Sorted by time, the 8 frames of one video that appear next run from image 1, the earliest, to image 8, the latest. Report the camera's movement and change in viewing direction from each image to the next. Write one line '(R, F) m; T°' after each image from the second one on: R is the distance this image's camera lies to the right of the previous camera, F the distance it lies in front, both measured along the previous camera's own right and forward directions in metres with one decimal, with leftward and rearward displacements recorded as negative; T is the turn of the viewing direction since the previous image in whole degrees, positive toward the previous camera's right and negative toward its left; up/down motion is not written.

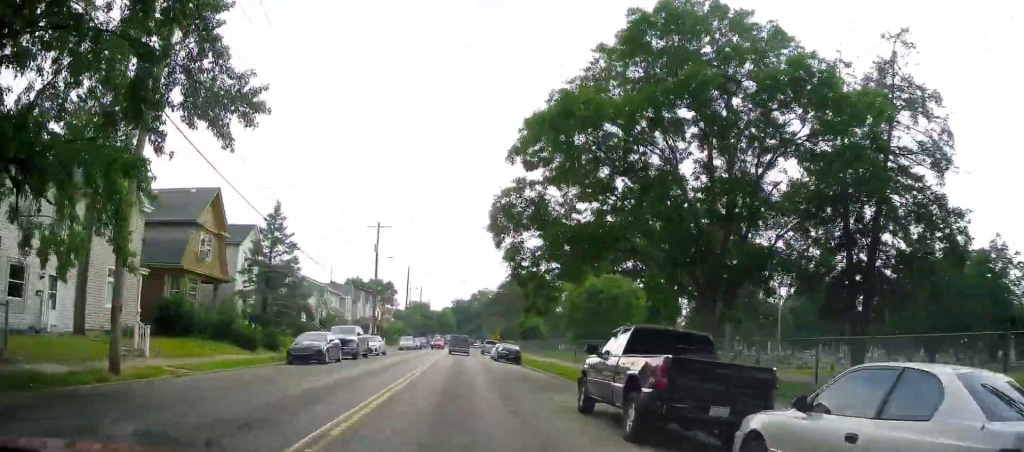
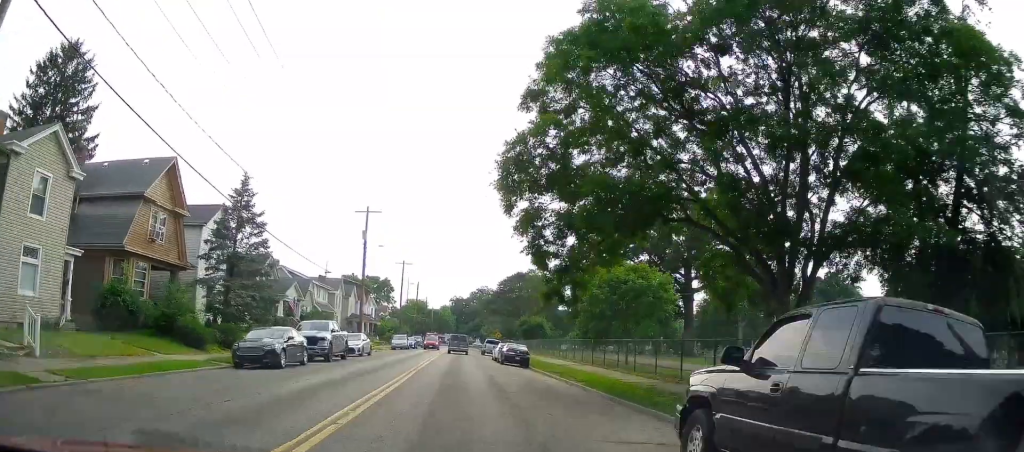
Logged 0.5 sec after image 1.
(+0.1, +6.2) m; 0°
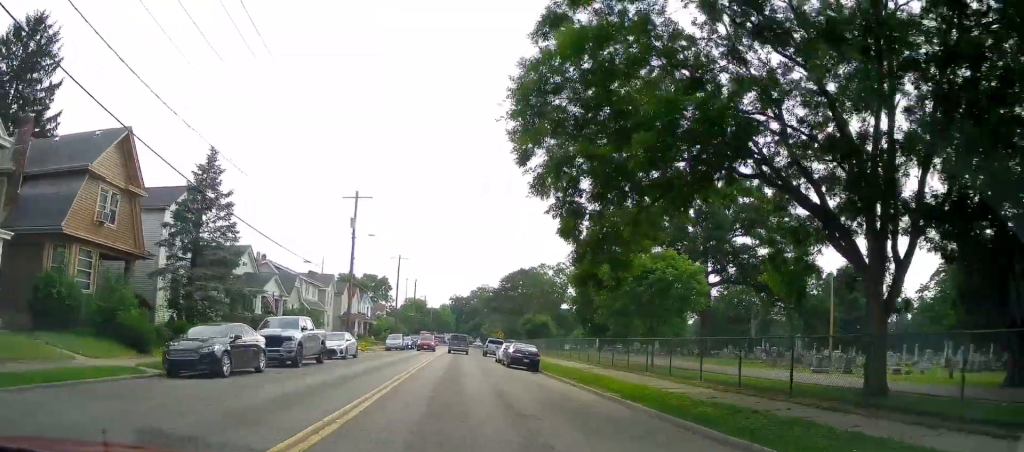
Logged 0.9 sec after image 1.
(-0.1, +4.9) m; 0°
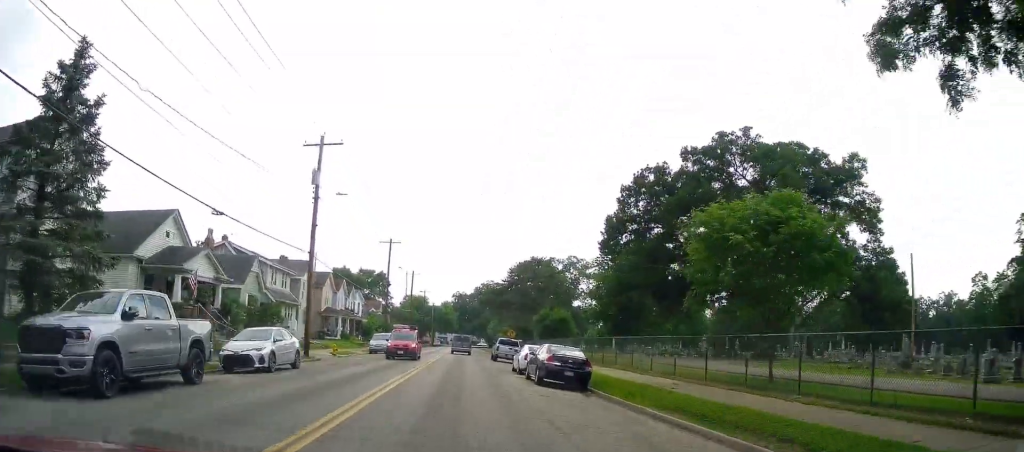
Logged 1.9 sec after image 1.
(0.0, +12.1) m; +1°
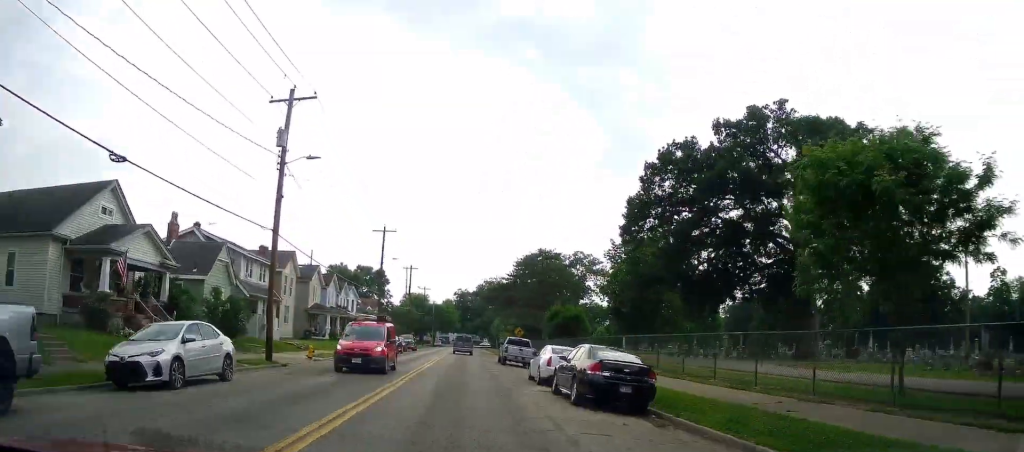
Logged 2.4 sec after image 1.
(+0.1, +6.4) m; +1°
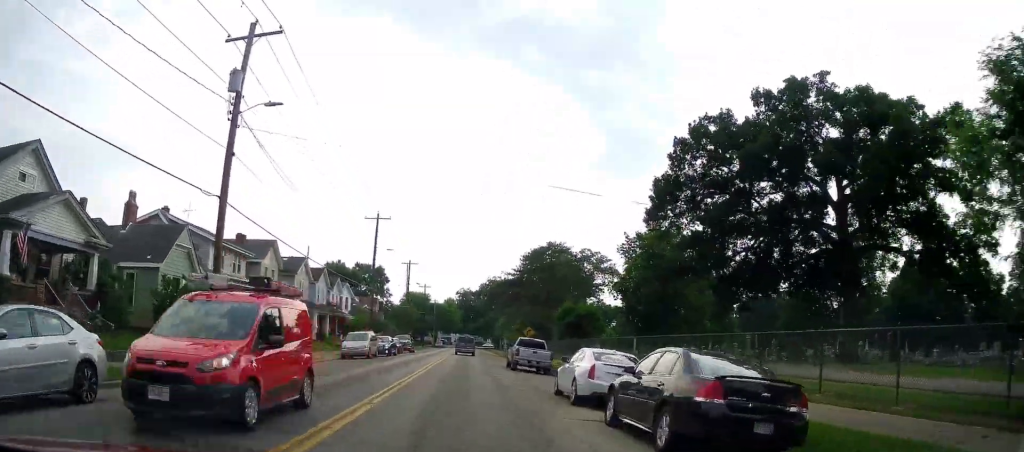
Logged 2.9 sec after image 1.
(+0.1, +6.1) m; -1°
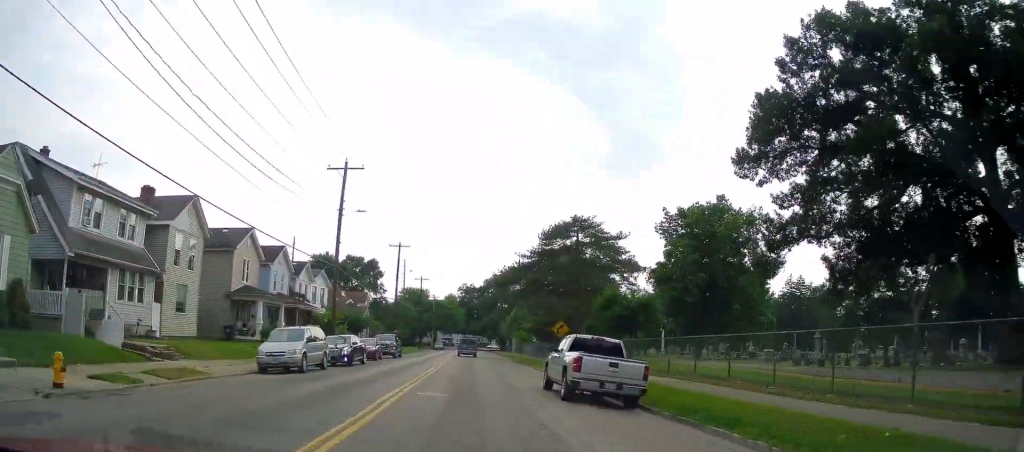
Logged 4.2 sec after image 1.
(-0.5, +15.3) m; -3°
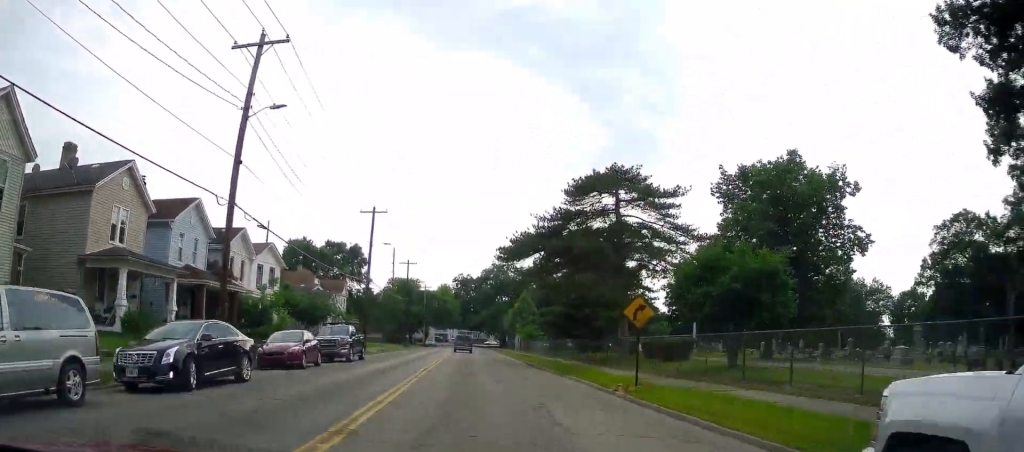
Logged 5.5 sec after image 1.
(0.0, +16.5) m; 0°
